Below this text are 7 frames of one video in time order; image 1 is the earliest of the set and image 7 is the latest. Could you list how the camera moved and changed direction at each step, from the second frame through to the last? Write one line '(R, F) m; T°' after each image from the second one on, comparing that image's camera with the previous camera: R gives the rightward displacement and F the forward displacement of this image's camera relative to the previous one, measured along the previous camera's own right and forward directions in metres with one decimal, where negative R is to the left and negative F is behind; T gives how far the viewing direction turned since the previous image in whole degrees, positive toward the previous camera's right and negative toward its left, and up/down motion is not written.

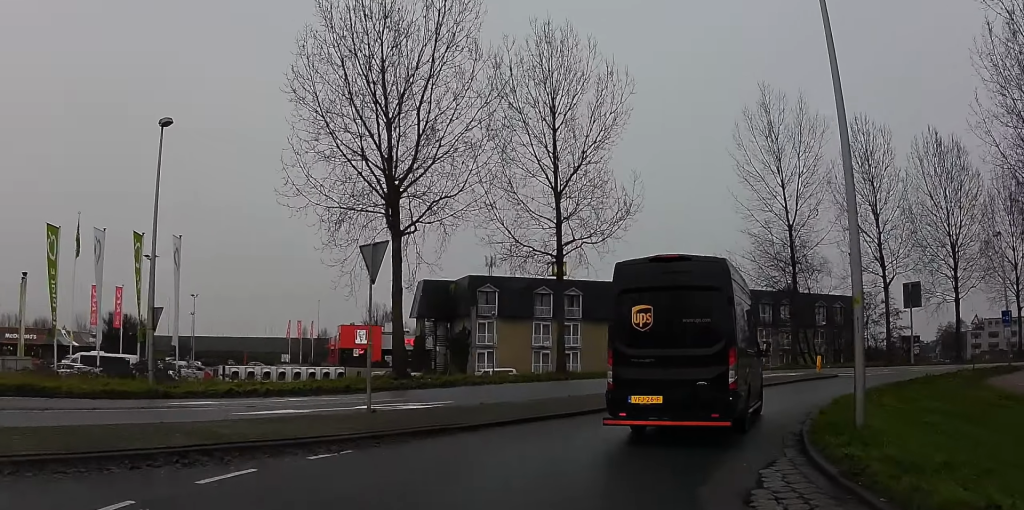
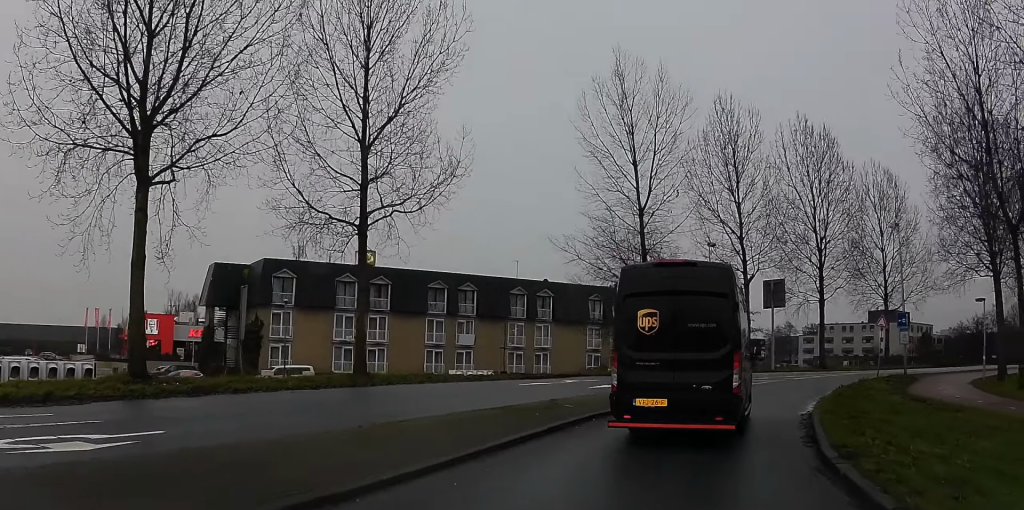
(+0.9, +8.3) m; +13°
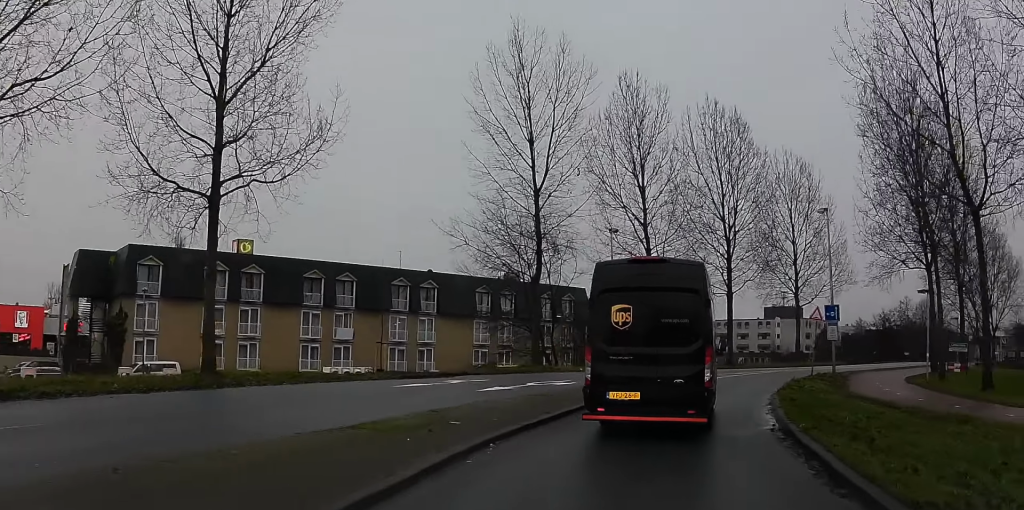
(-0.2, +4.6) m; +9°
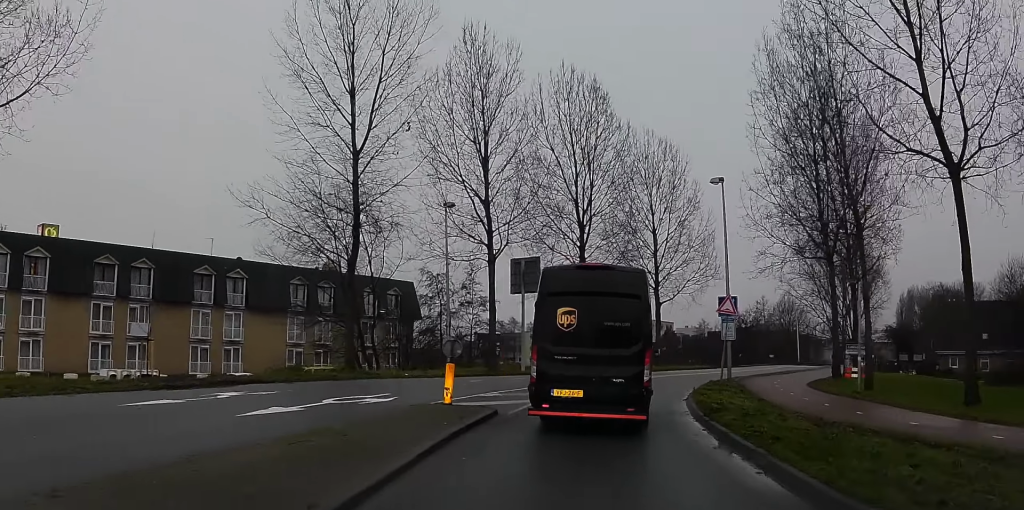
(+1.6, +7.9) m; +12°
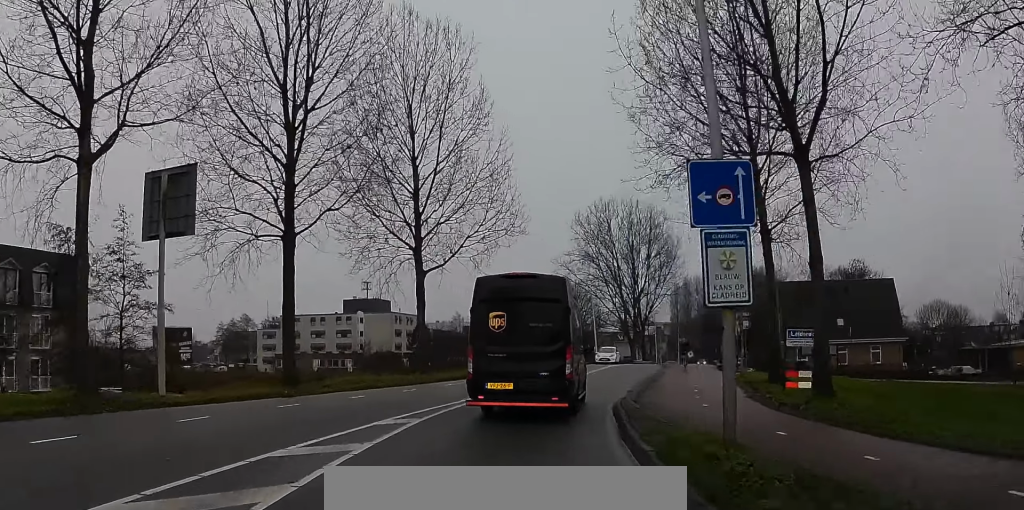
(+5.2, +21.0) m; +23°
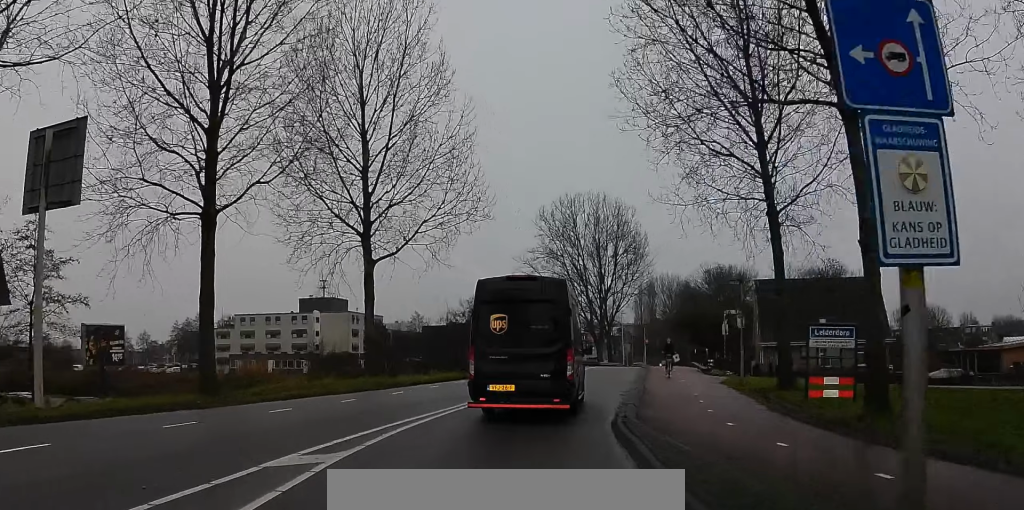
(+0.1, +4.4) m; +1°
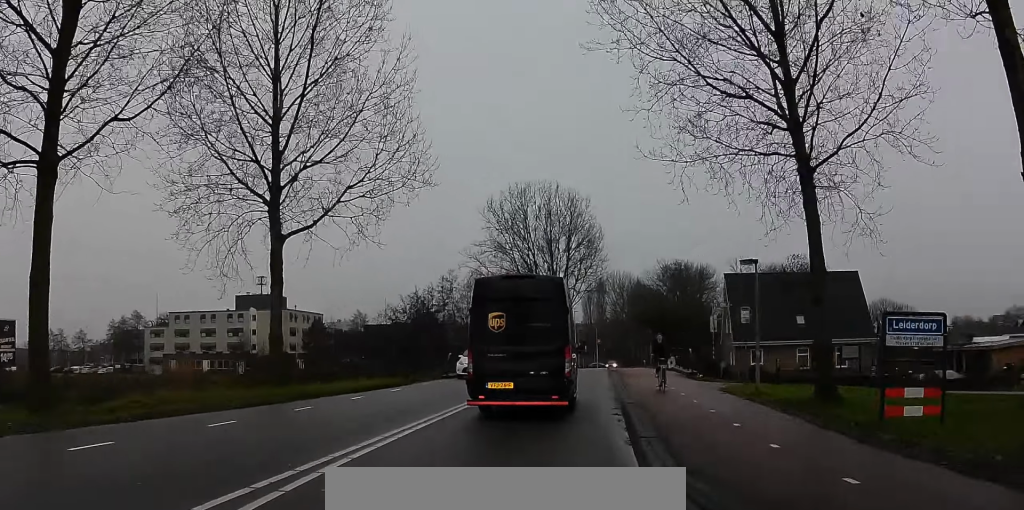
(-0.7, +6.8) m; +3°
